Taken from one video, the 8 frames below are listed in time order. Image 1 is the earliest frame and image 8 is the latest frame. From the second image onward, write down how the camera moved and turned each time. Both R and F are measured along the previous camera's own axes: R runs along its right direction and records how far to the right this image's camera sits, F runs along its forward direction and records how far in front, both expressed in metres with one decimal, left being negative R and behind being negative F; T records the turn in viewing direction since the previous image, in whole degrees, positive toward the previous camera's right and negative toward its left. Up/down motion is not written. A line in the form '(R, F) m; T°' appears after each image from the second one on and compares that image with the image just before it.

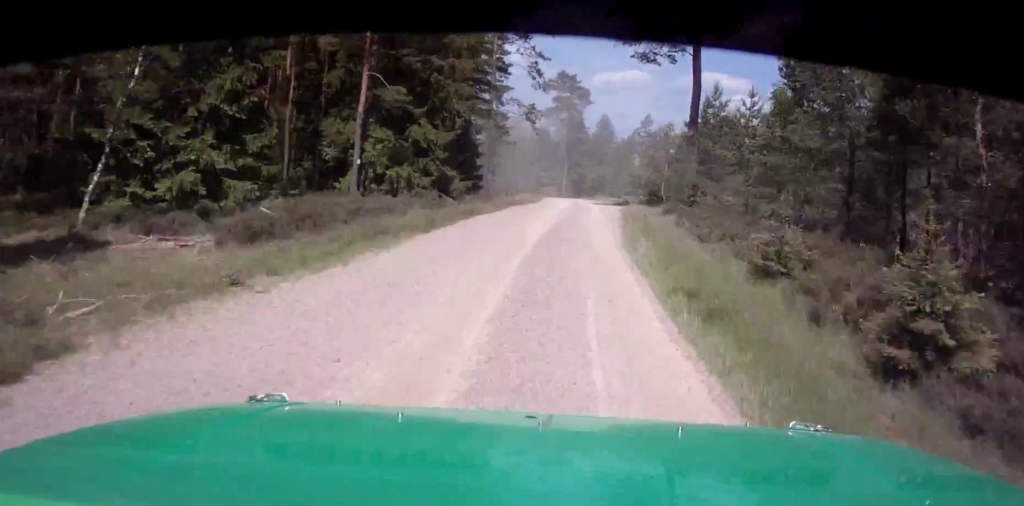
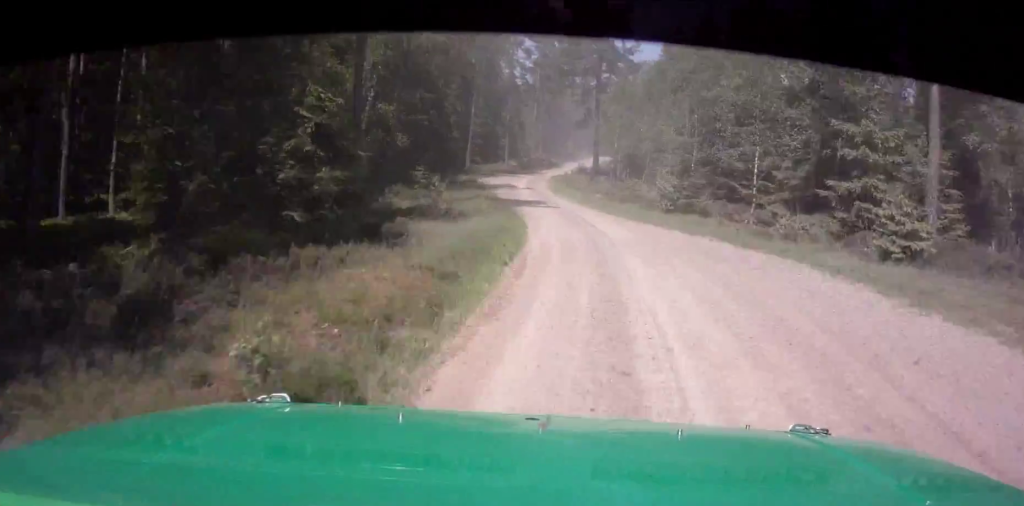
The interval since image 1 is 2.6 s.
(-7.2, +75.1) m; -15°
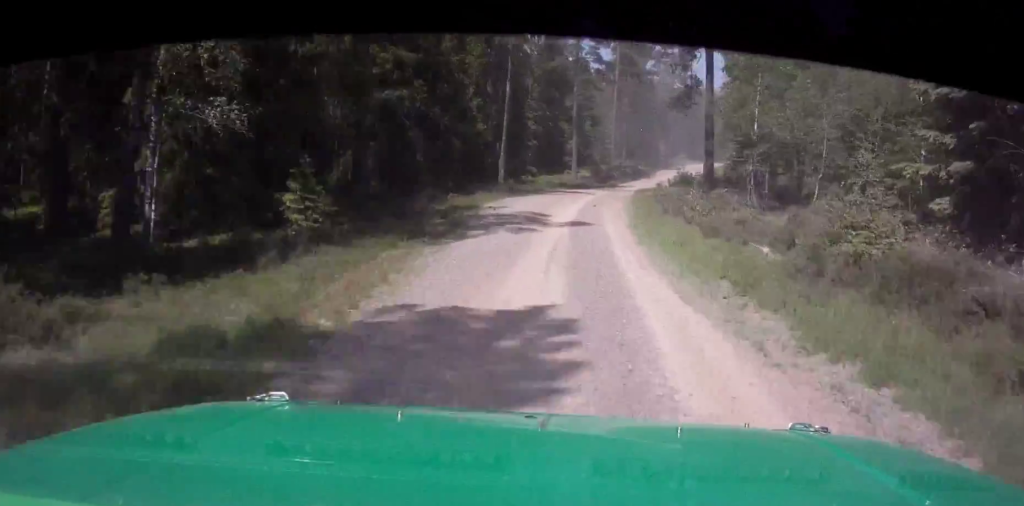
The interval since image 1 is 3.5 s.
(-1.1, +28.0) m; -2°
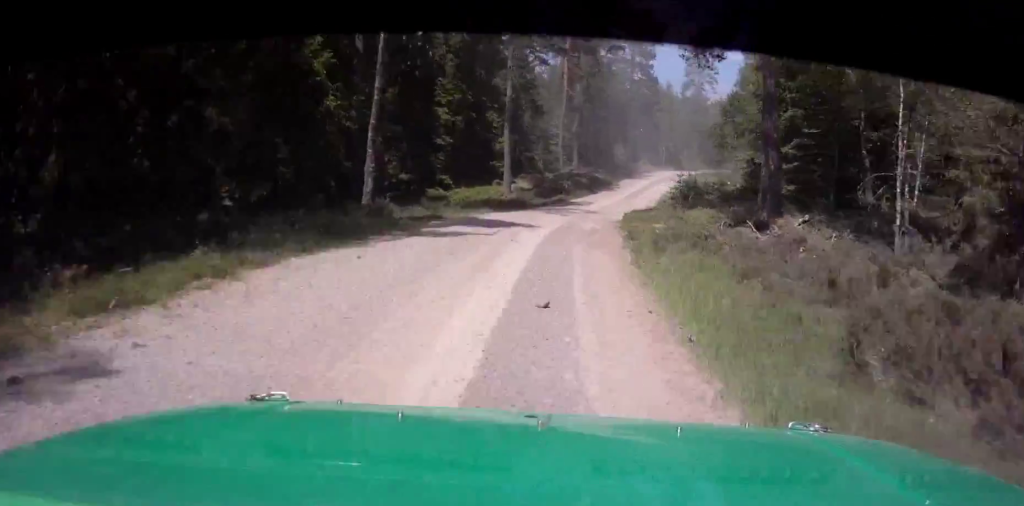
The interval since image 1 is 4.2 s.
(+0.1, +19.7) m; +1°
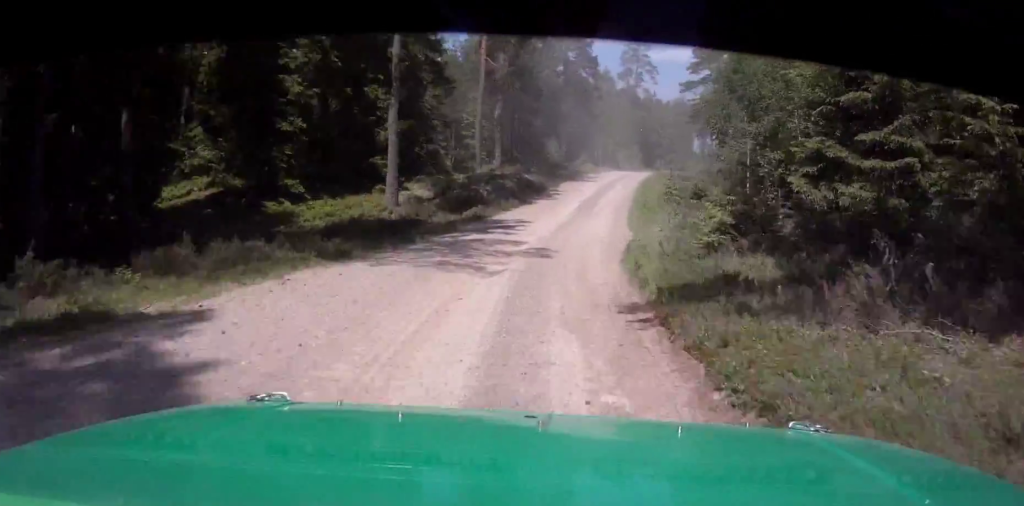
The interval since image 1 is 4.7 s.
(0.0, +15.8) m; +2°
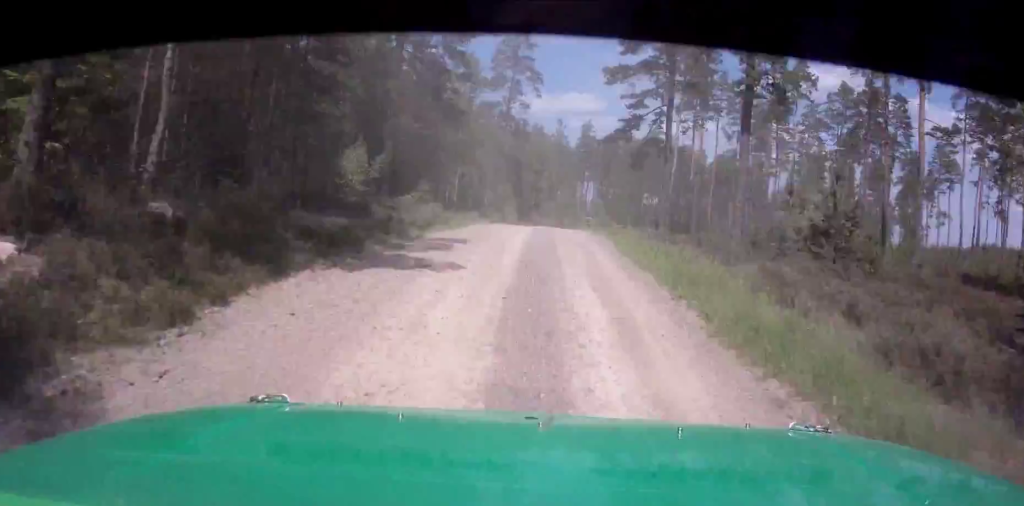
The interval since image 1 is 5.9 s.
(+1.3, +34.5) m; +7°
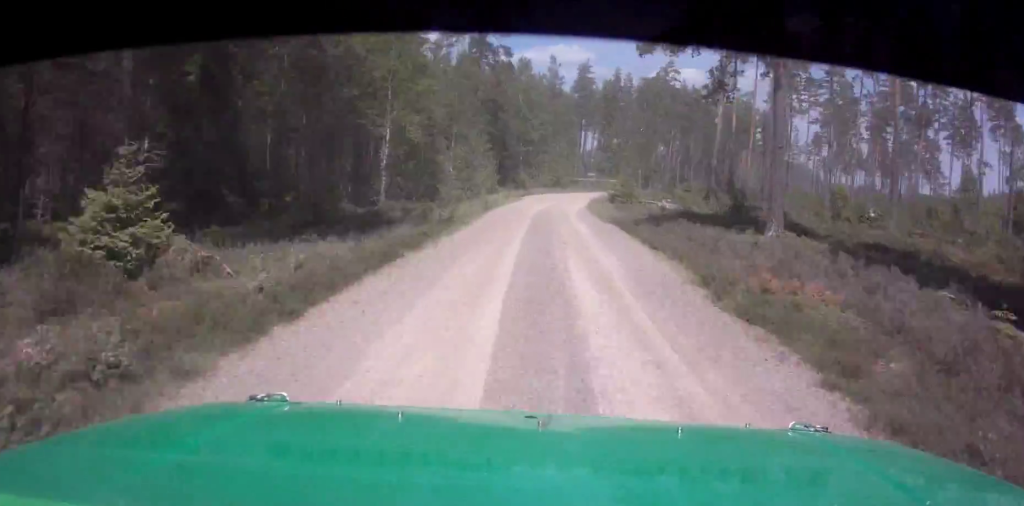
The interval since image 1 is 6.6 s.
(+1.7, +21.9) m; +5°
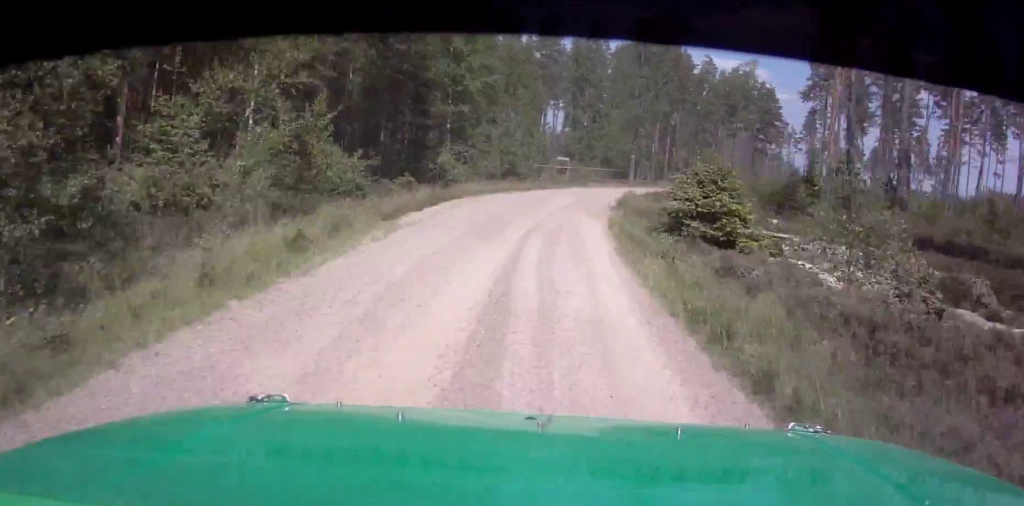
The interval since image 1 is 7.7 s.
(+1.9, +32.2) m; +7°
